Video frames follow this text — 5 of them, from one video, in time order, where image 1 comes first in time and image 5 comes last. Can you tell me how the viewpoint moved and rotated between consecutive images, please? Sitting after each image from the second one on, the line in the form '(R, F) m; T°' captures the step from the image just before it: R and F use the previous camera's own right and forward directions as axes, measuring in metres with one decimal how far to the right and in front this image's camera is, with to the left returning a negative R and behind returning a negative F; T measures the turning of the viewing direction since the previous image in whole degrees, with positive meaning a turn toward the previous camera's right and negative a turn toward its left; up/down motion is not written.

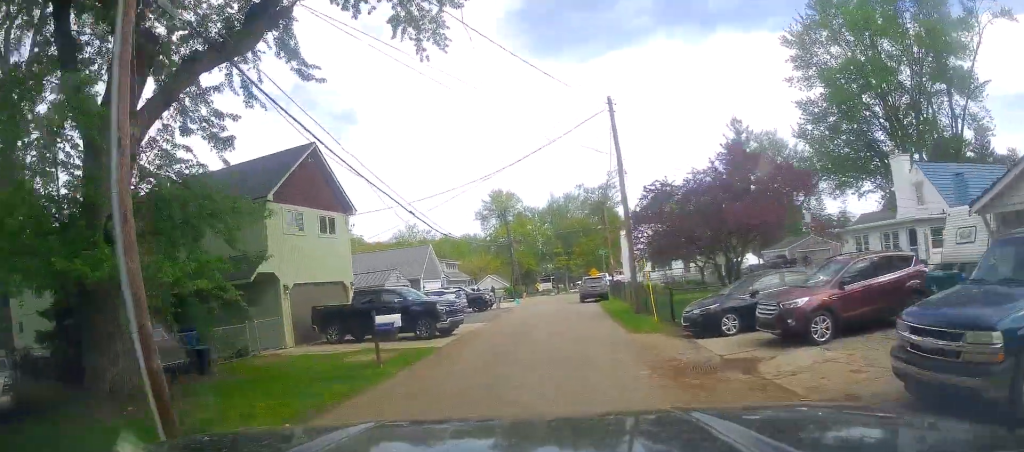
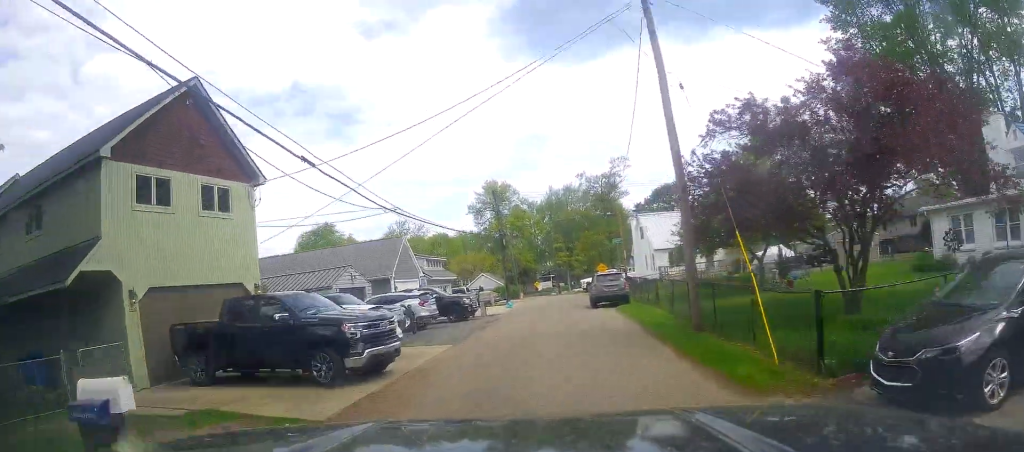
(+0.1, +9.1) m; -2°
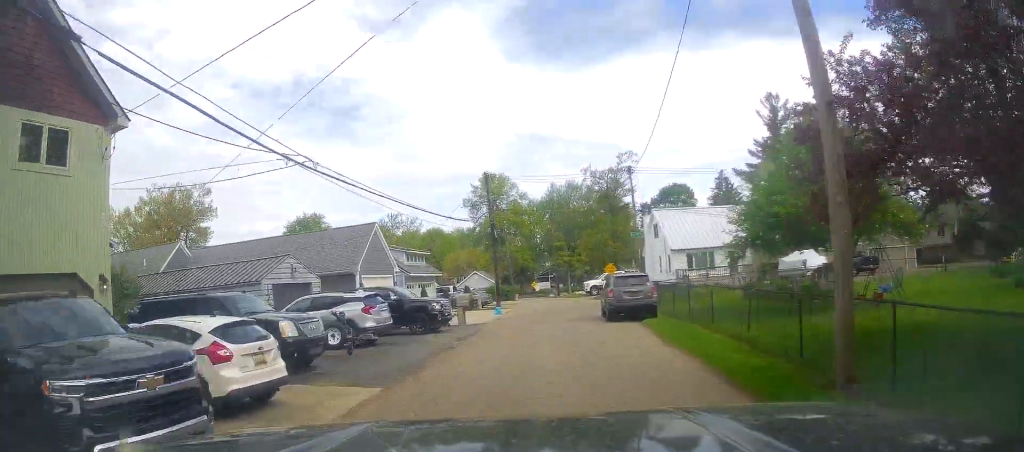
(-0.1, +7.2) m; -4°
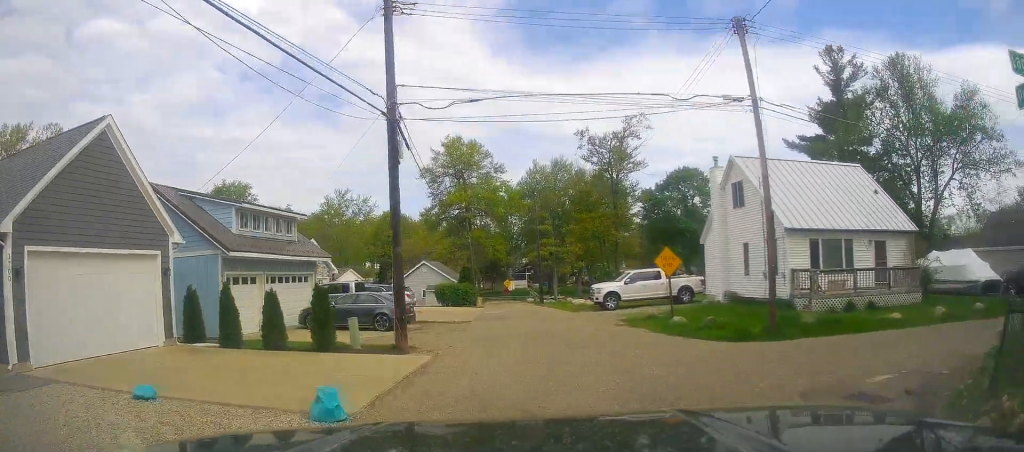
(-0.2, +24.6) m; +10°
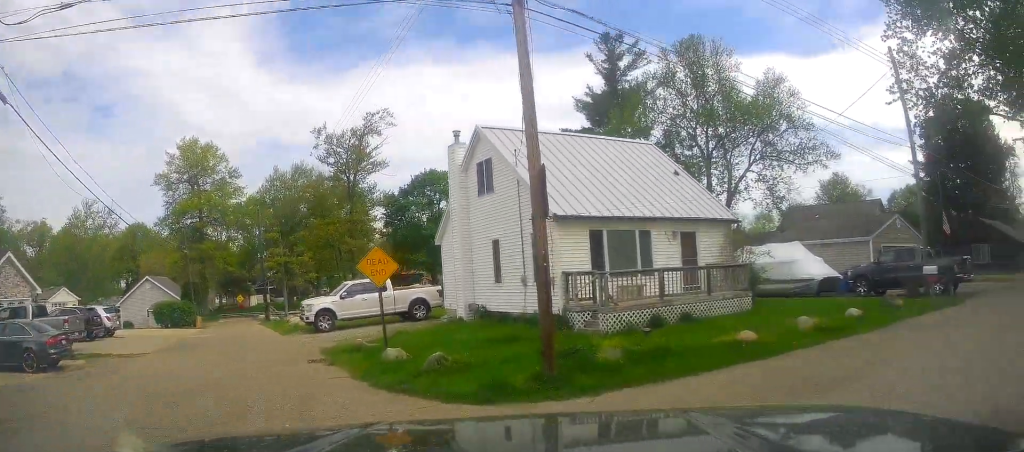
(+1.4, +7.5) m; +19°
